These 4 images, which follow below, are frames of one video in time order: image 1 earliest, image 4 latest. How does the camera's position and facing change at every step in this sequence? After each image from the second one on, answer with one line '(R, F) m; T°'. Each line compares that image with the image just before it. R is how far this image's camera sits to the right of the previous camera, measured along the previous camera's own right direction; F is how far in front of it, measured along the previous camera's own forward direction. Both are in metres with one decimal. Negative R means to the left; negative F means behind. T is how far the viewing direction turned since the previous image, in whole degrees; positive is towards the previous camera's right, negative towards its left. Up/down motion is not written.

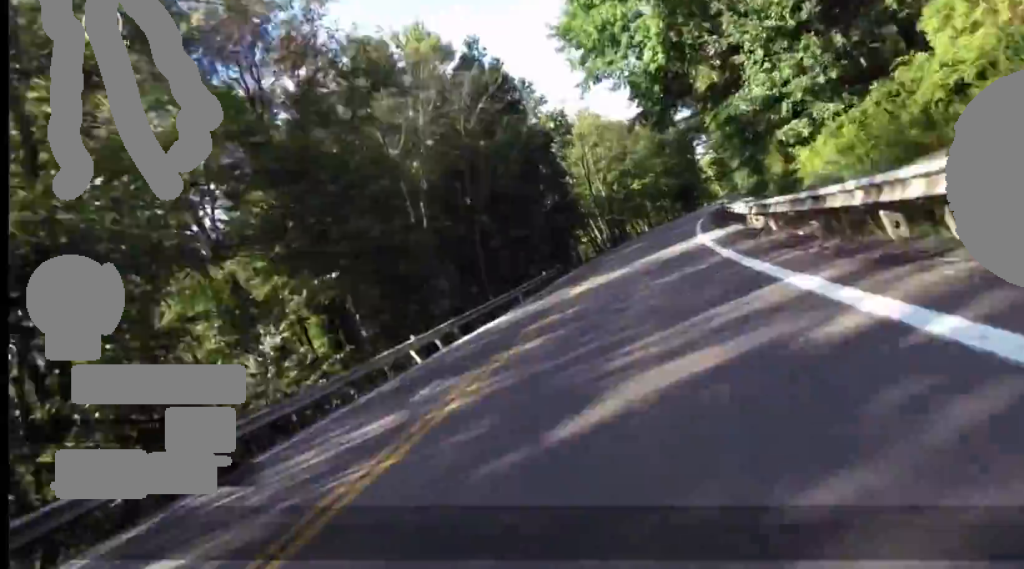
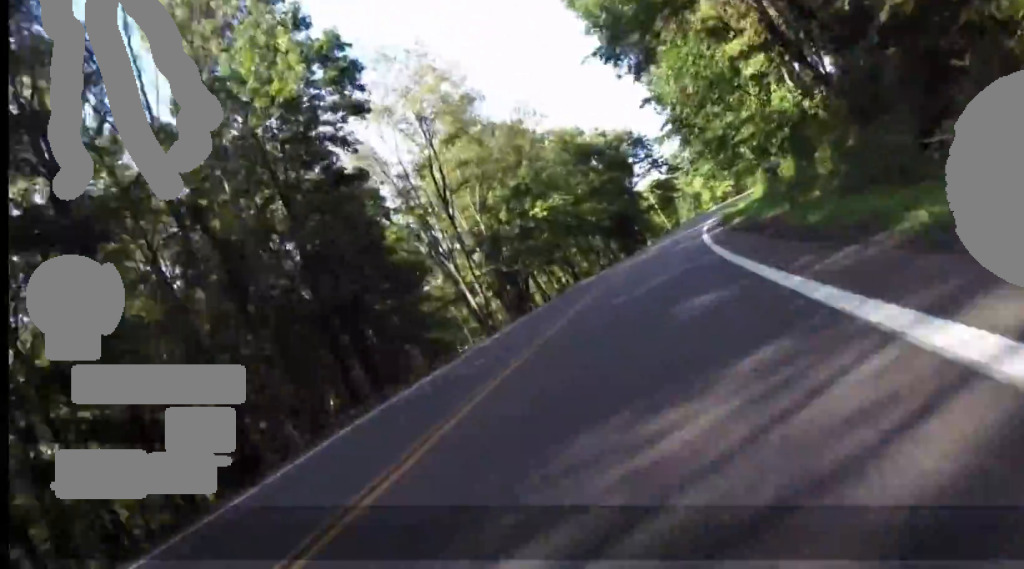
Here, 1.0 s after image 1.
(+3.5, +34.0) m; +13°
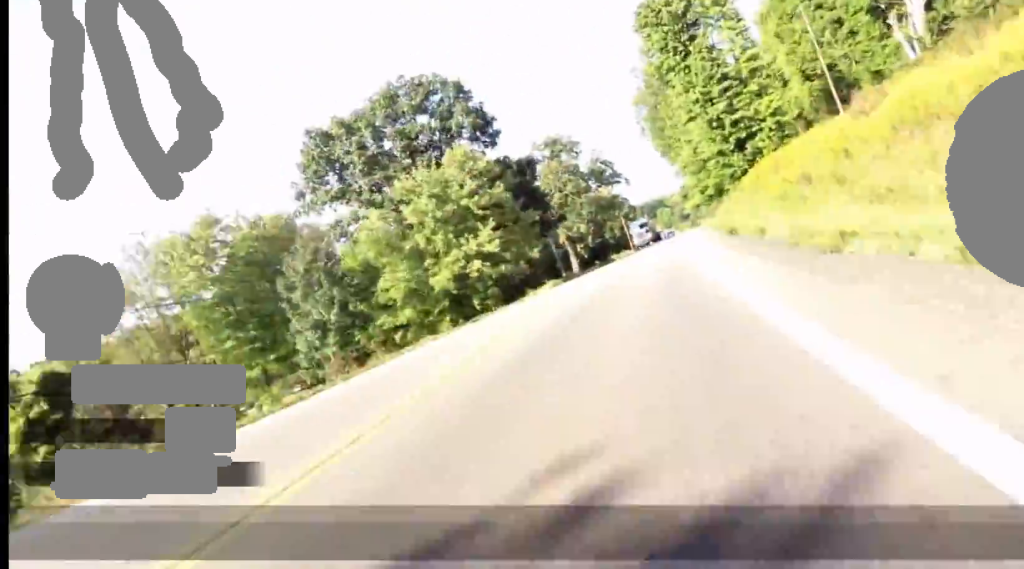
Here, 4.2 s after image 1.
(+13.3, +104.0) m; +9°
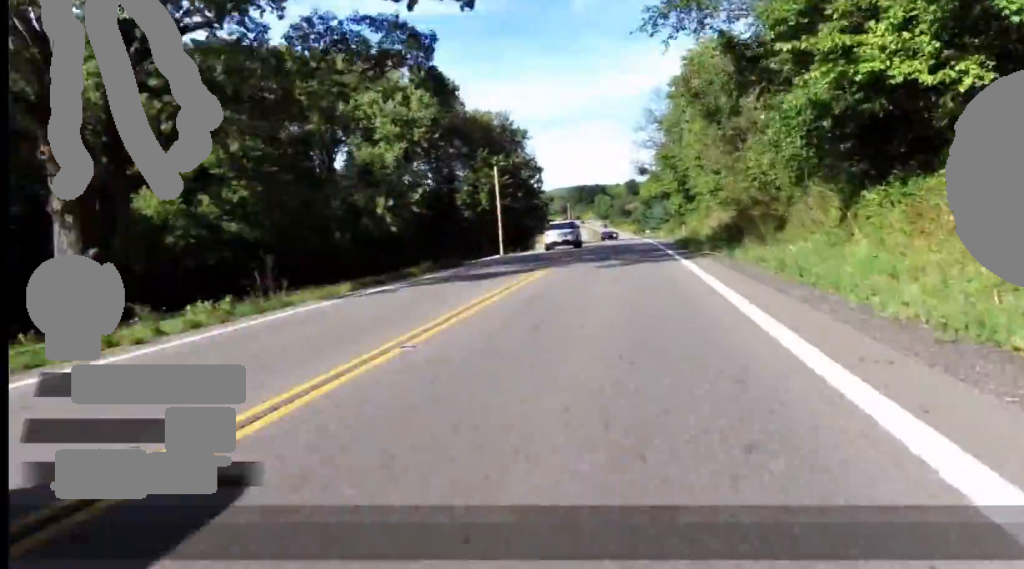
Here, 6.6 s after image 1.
(+2.5, +73.2) m; +3°
